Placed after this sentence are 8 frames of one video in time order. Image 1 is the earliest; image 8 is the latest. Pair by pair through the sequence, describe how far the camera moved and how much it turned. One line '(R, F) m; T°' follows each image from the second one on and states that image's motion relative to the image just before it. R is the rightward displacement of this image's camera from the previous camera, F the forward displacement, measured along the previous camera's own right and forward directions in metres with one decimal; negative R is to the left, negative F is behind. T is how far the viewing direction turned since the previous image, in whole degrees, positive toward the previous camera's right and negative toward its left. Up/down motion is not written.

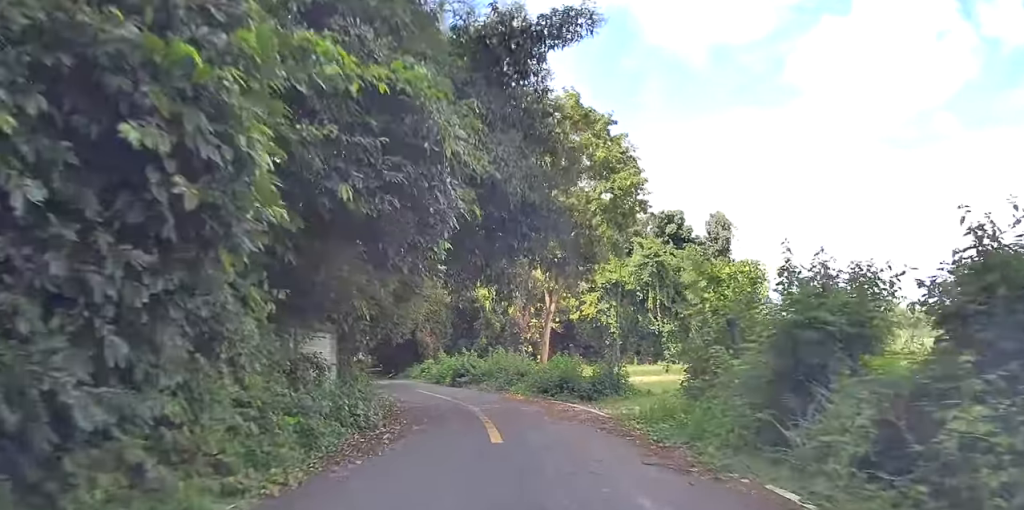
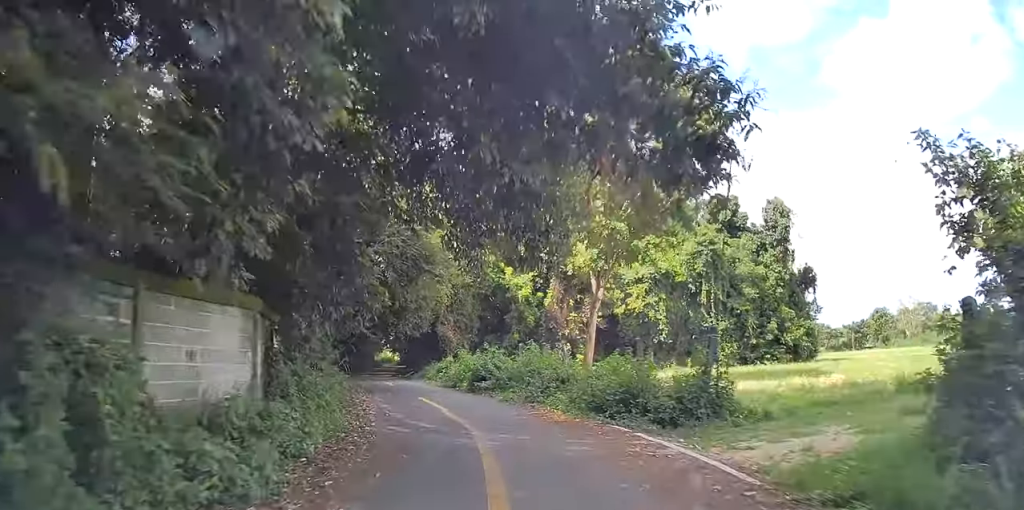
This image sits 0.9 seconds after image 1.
(-0.2, +8.3) m; -2°
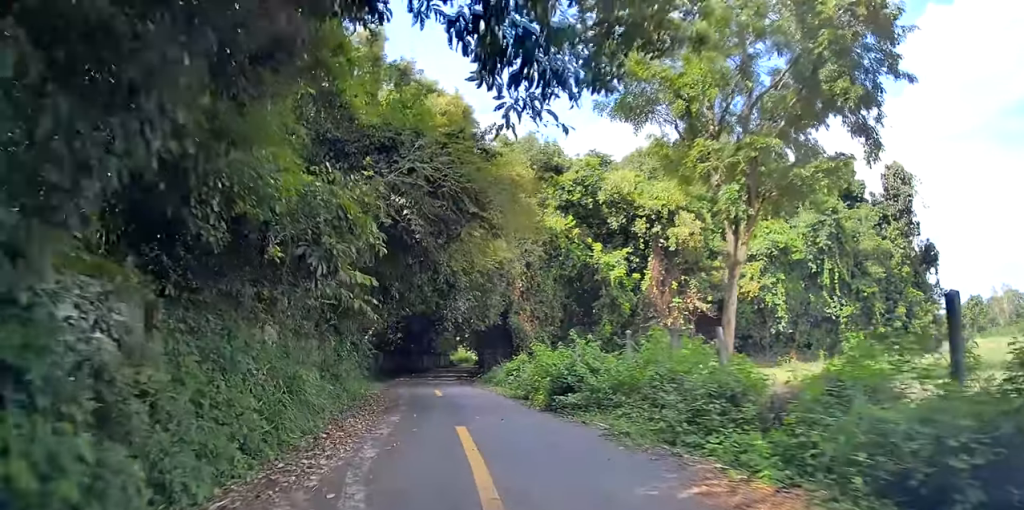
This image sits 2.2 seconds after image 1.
(-0.2, +8.8) m; +1°
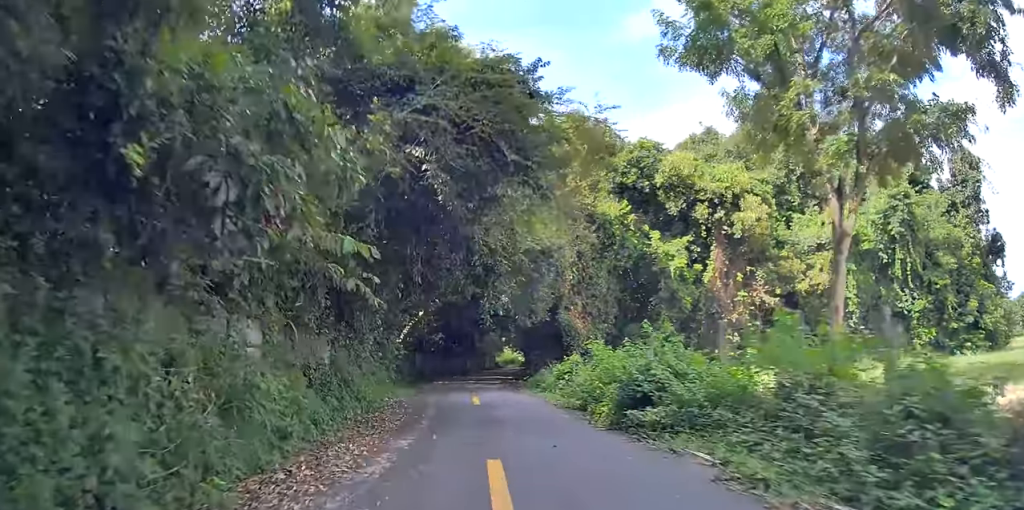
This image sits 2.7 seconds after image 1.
(+0.2, +4.1) m; -3°
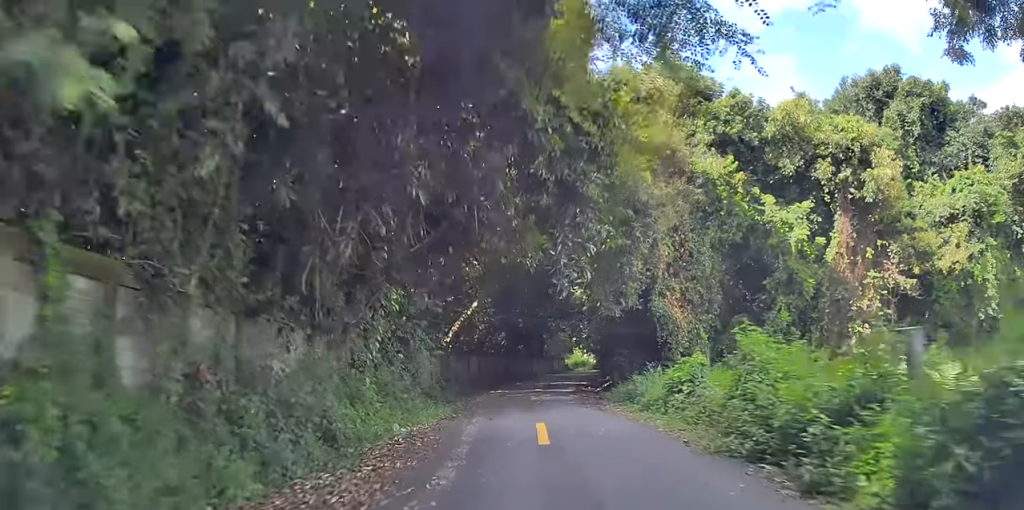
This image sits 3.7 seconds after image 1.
(-0.4, +7.3) m; -5°
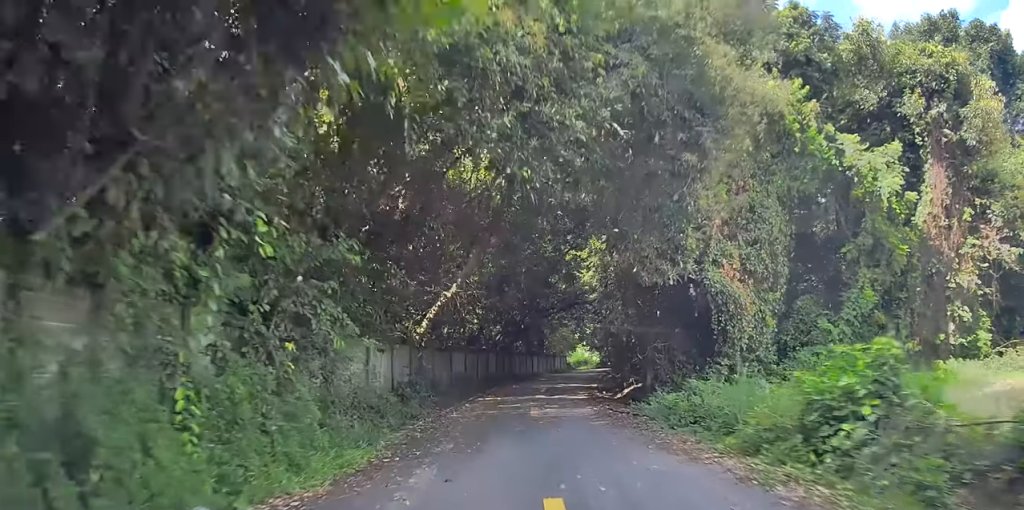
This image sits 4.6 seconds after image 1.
(-0.3, +7.2) m; -1°
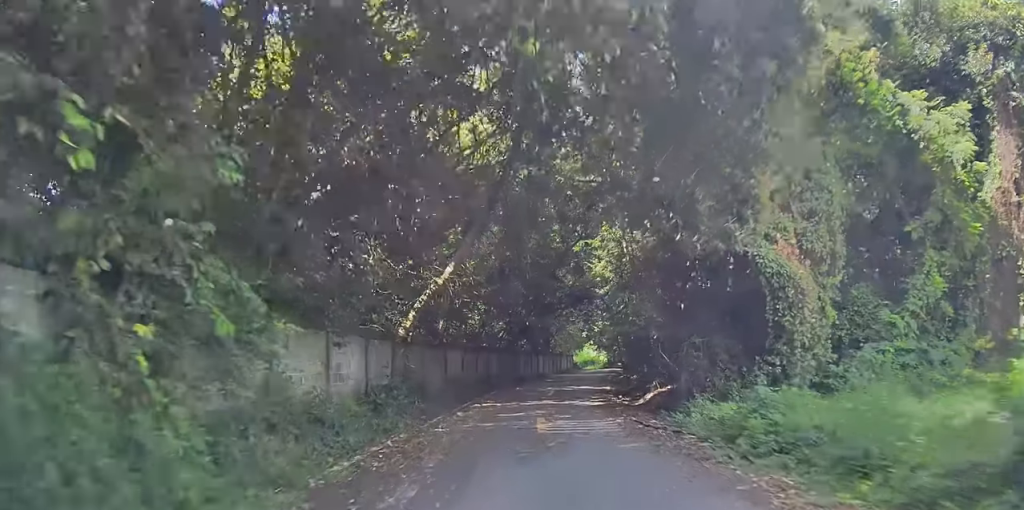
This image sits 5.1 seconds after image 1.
(+0.1, +3.3) m; +1°
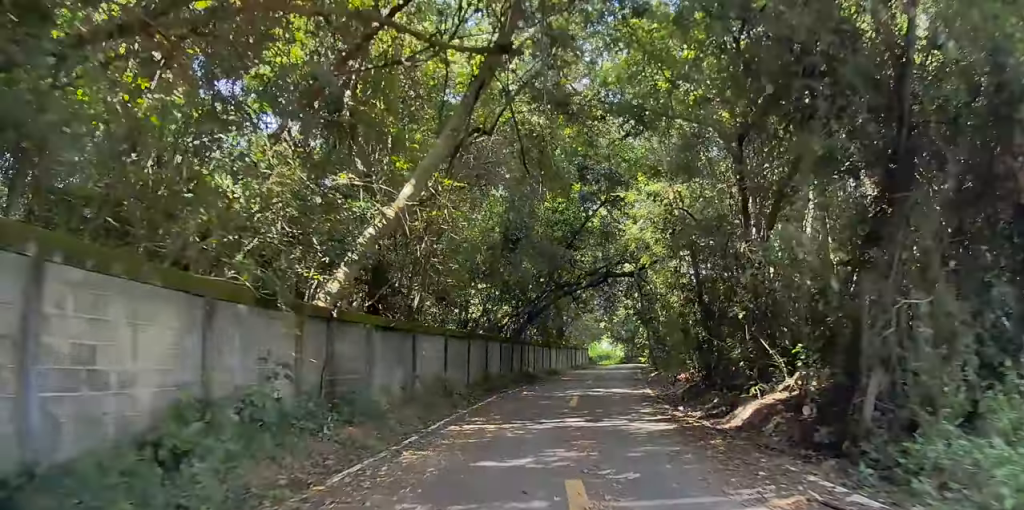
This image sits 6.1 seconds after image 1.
(0.0, +7.8) m; -2°
